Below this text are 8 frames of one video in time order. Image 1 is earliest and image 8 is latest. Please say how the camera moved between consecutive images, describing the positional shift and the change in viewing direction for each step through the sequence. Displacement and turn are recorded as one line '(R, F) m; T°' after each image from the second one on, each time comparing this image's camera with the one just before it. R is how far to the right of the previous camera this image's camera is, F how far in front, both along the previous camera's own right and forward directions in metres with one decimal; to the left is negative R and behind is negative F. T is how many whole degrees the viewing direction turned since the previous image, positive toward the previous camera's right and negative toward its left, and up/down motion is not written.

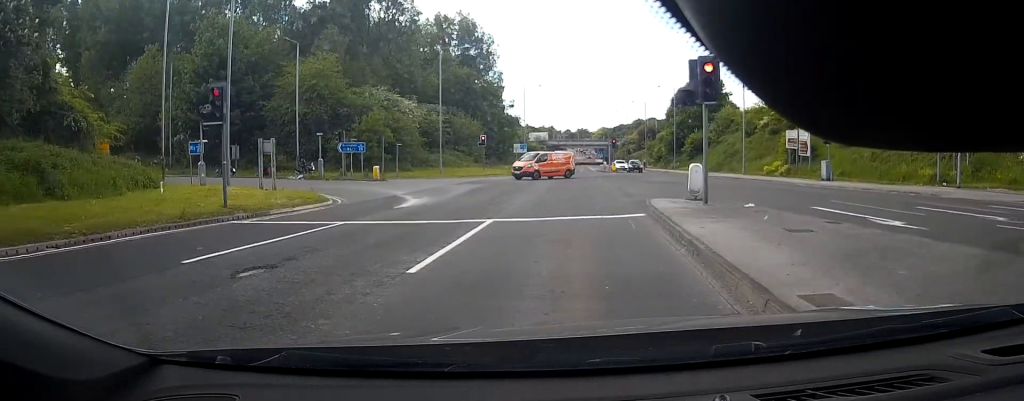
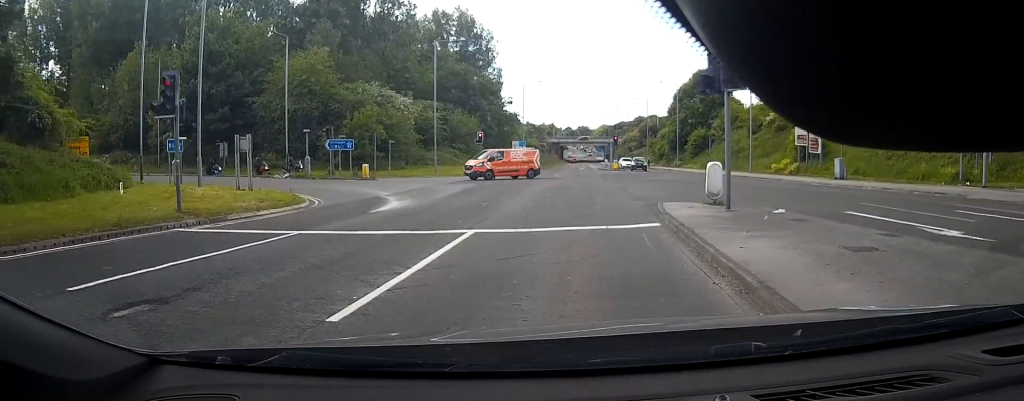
(0.0, +2.4) m; -1°
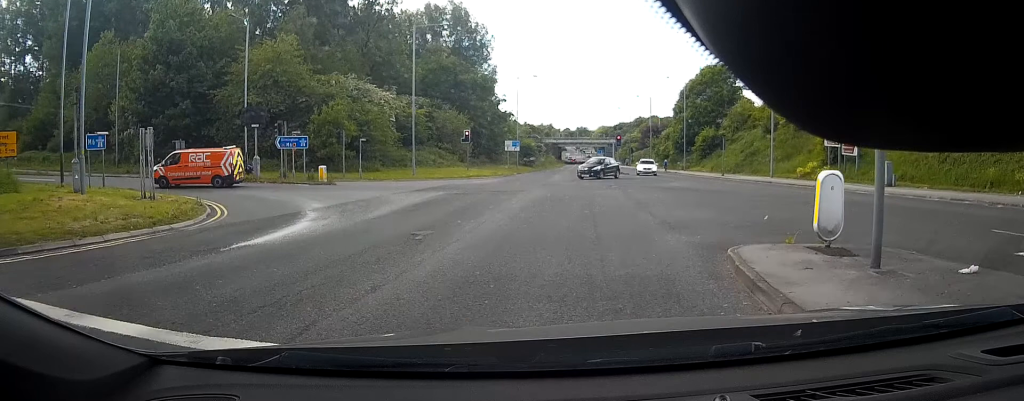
(+0.1, +7.1) m; +5°
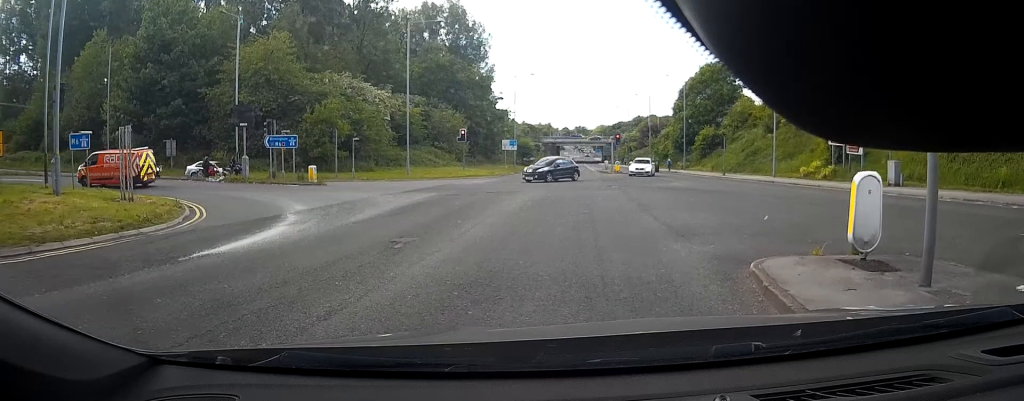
(+0.1, +1.4) m; +3°
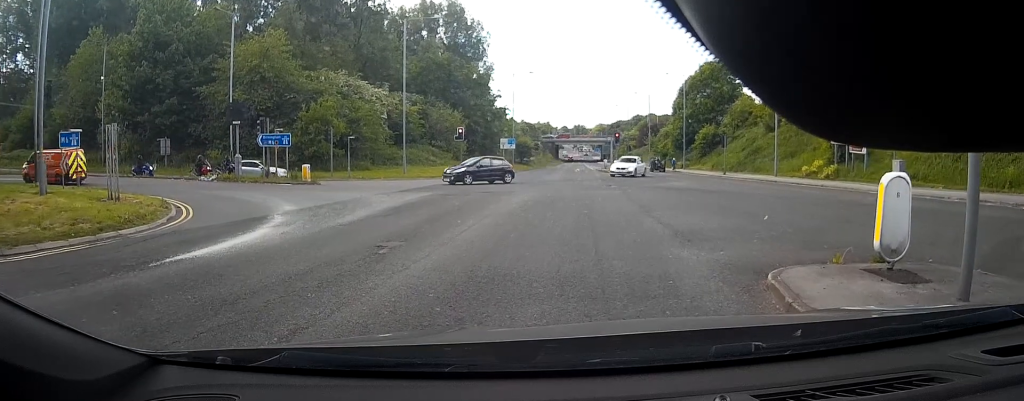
(0.0, +0.8) m; 0°
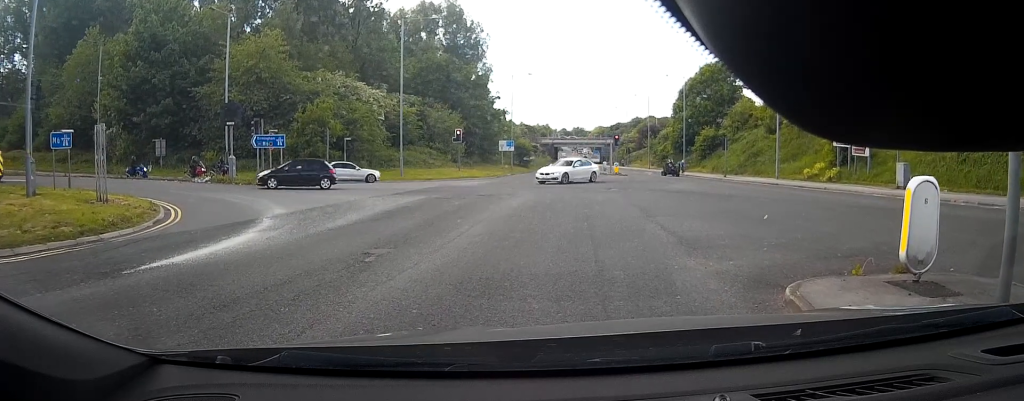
(0.0, +1.1) m; 0°
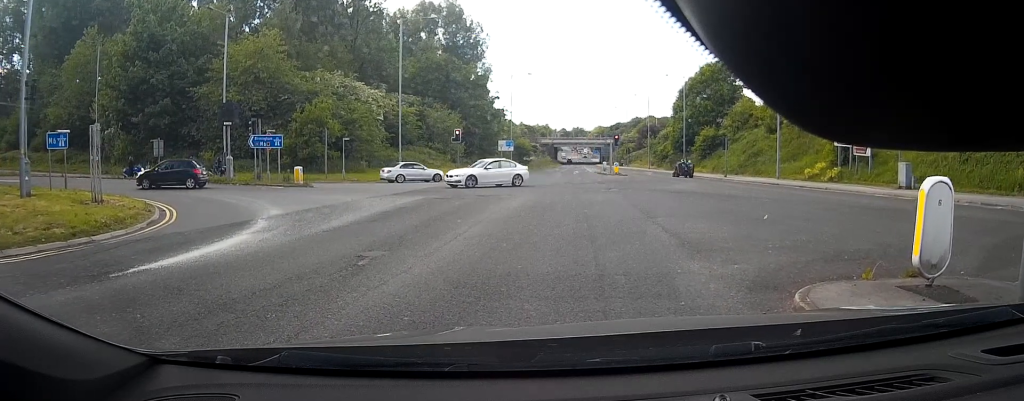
(0.0, +0.5) m; 0°
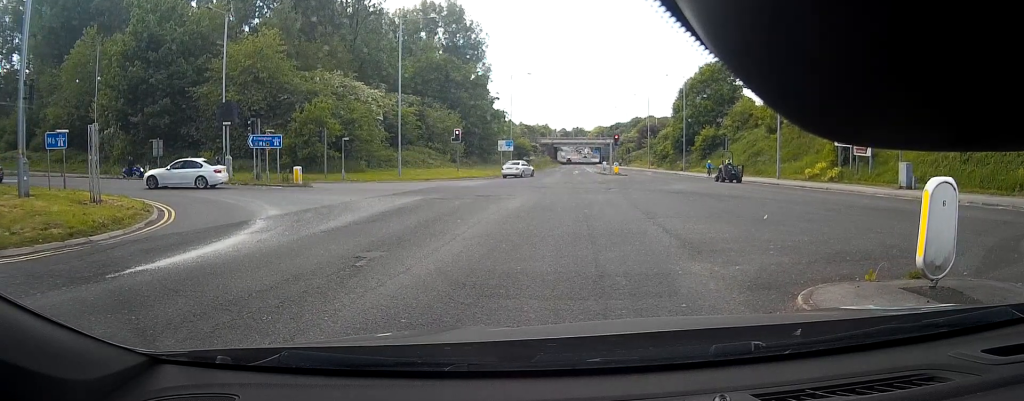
(-0.1, +0.4) m; 0°
